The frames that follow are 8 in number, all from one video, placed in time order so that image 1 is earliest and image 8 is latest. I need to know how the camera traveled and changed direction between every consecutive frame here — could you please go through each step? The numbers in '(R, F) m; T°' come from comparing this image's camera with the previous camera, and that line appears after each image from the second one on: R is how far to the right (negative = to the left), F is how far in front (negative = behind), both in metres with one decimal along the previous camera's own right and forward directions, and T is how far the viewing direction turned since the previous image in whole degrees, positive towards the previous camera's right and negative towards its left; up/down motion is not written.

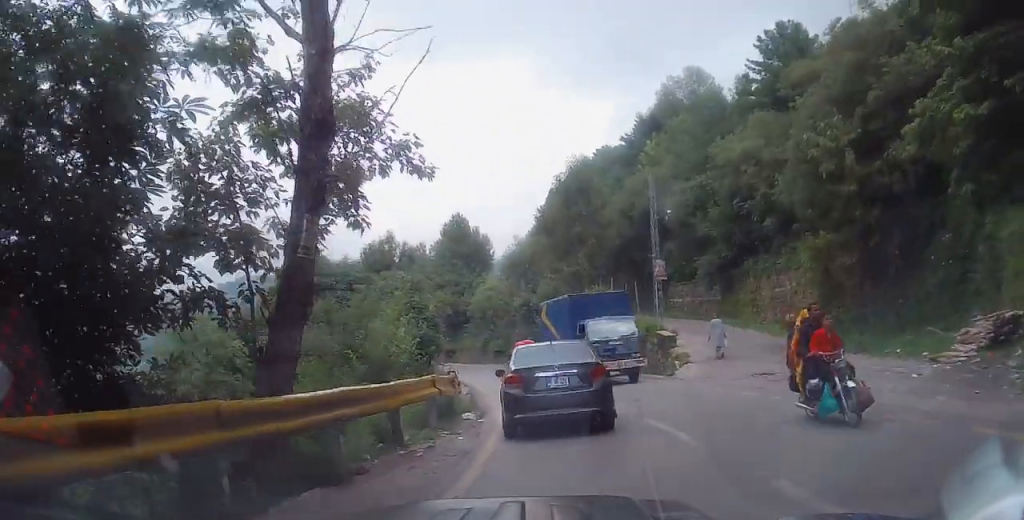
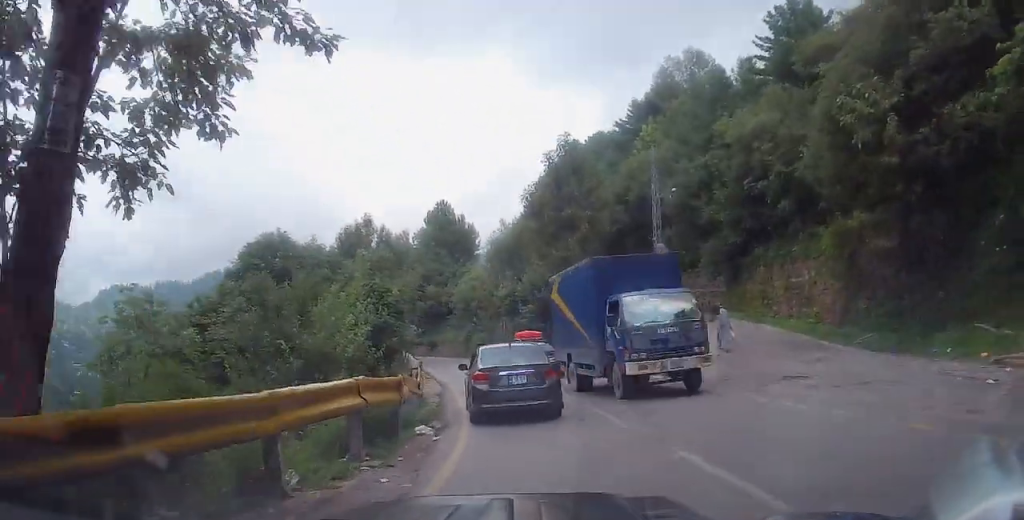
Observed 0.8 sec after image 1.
(0.0, +3.6) m; 0°
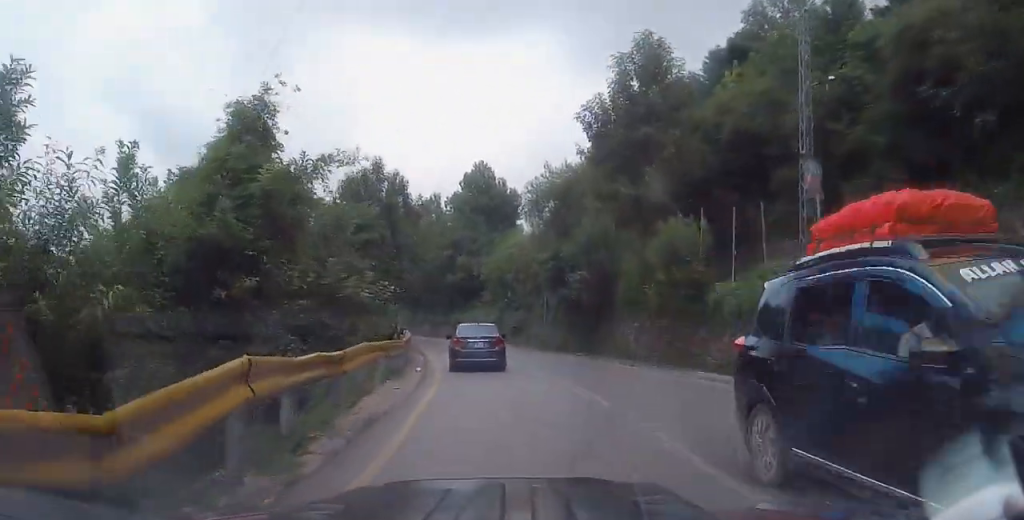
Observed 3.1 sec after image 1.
(0.0, +11.3) m; 0°
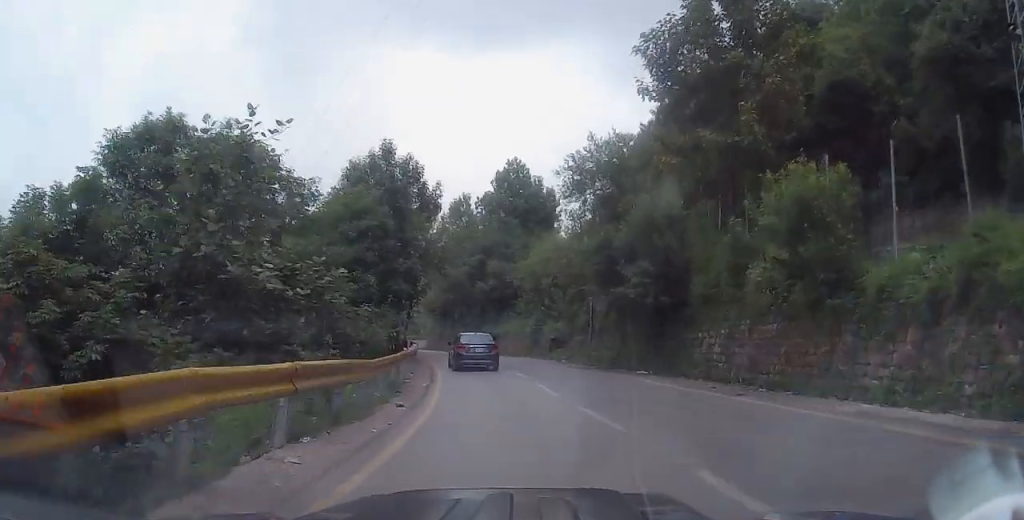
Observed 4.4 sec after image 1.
(0.0, +7.2) m; 0°
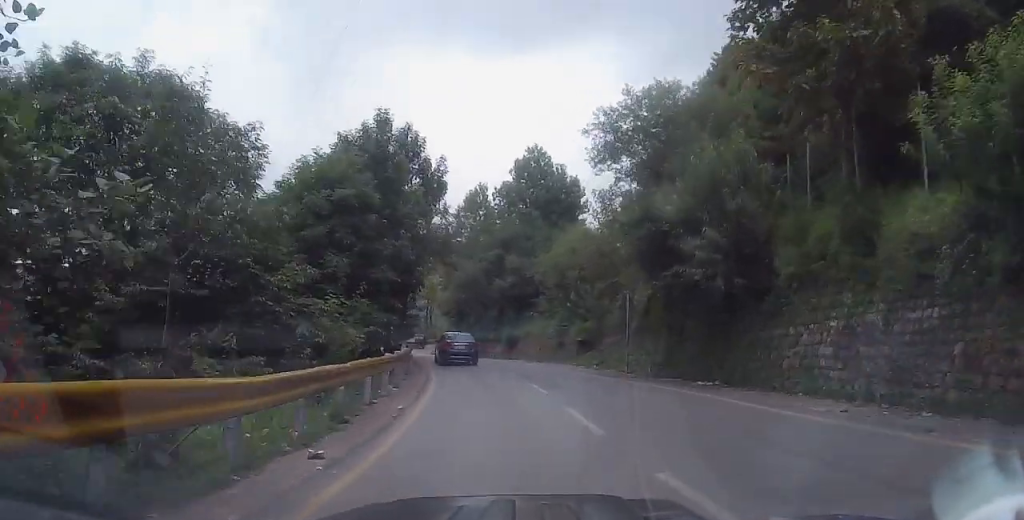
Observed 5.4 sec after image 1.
(0.0, +5.9) m; -4°
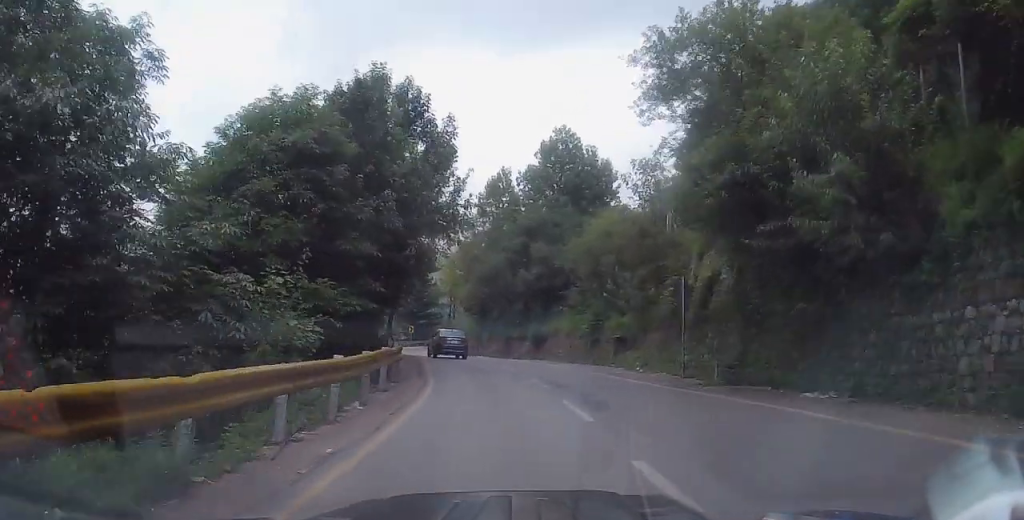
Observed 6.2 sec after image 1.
(-0.3, +5.5) m; -4°
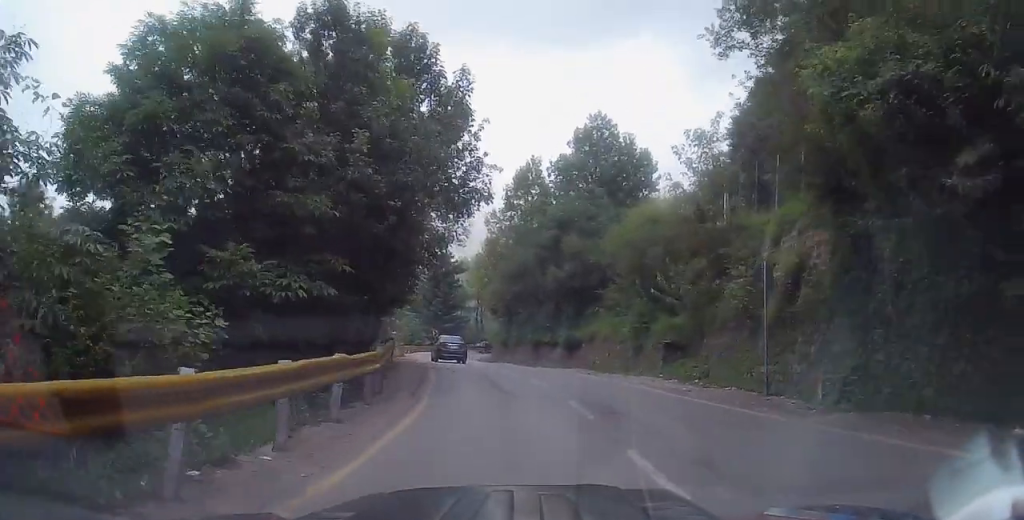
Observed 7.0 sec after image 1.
(-0.2, +5.1) m; -3°
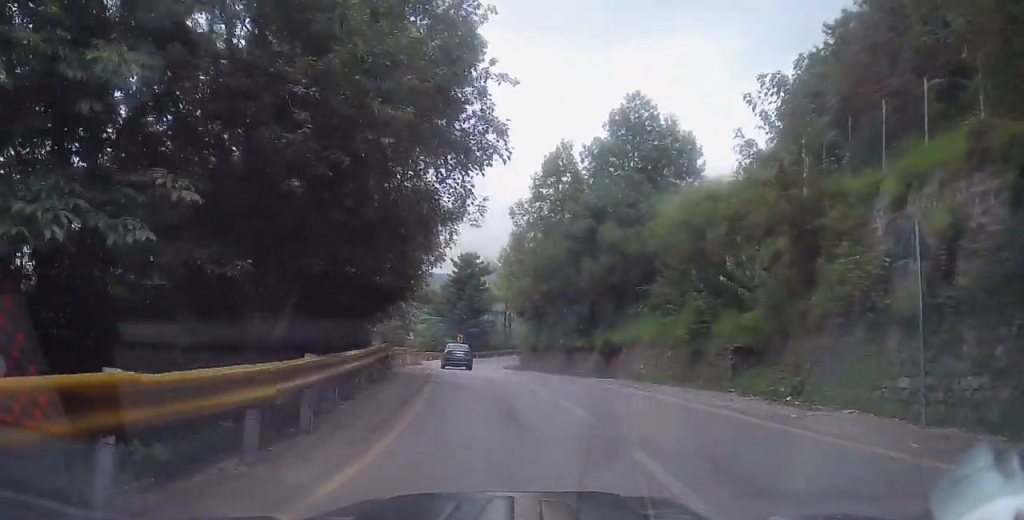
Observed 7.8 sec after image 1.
(-0.1, +5.7) m; -3°
